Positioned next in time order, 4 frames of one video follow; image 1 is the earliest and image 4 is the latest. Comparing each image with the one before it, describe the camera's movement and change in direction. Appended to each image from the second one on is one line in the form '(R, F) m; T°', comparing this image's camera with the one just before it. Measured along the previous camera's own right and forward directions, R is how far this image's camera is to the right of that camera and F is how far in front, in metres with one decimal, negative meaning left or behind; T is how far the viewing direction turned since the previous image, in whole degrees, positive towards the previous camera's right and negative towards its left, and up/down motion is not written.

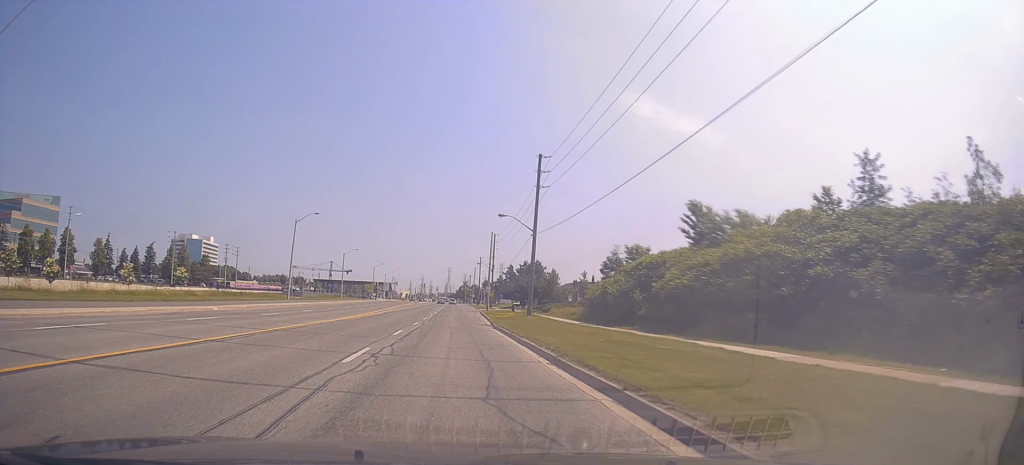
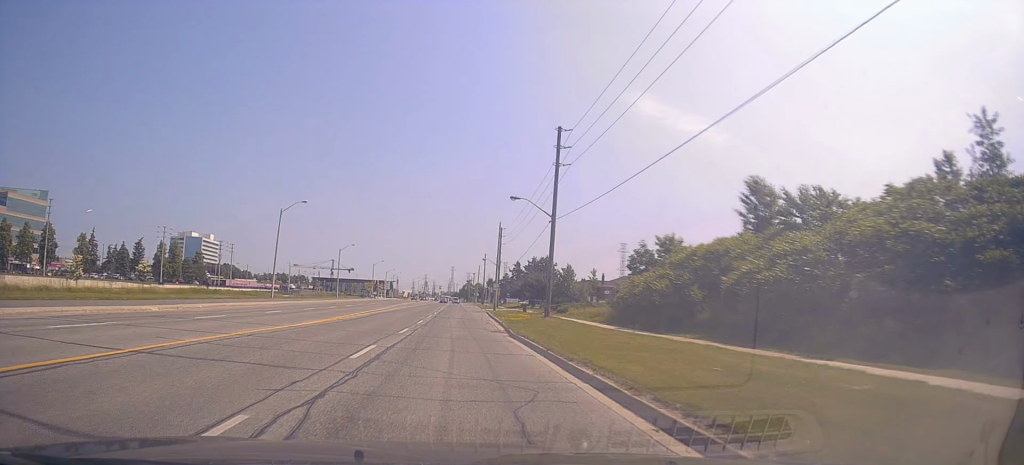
(+0.1, +8.4) m; -1°
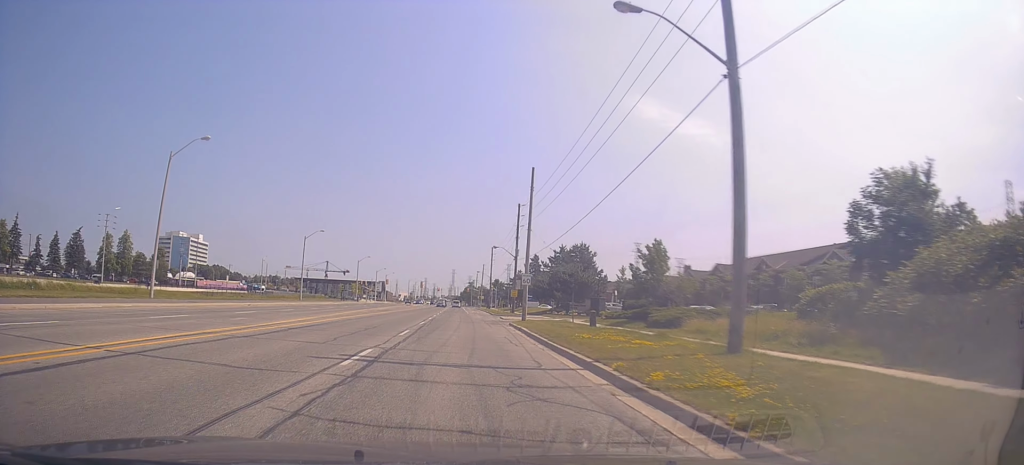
(-1.3, +29.7) m; -1°
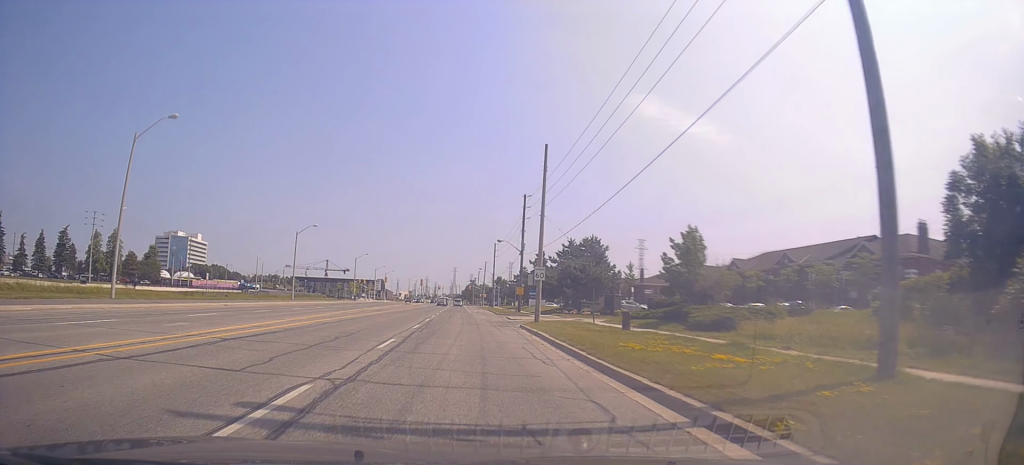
(+0.1, +5.7) m; +1°
